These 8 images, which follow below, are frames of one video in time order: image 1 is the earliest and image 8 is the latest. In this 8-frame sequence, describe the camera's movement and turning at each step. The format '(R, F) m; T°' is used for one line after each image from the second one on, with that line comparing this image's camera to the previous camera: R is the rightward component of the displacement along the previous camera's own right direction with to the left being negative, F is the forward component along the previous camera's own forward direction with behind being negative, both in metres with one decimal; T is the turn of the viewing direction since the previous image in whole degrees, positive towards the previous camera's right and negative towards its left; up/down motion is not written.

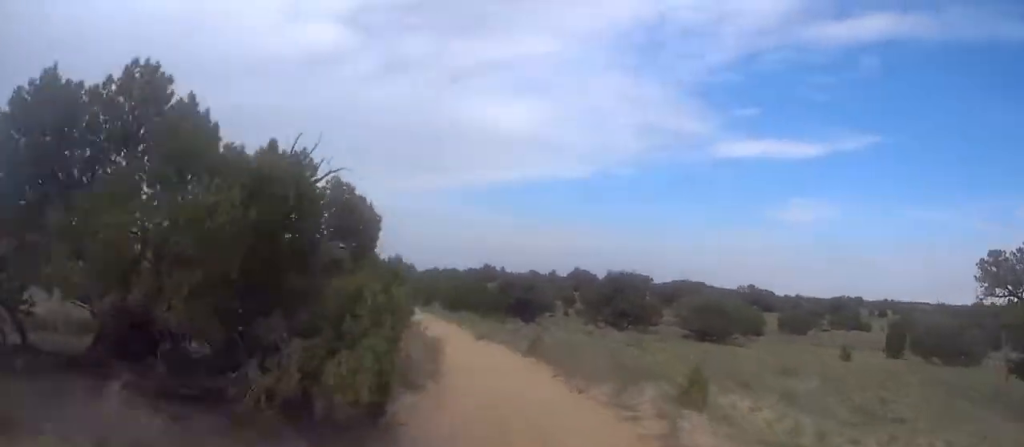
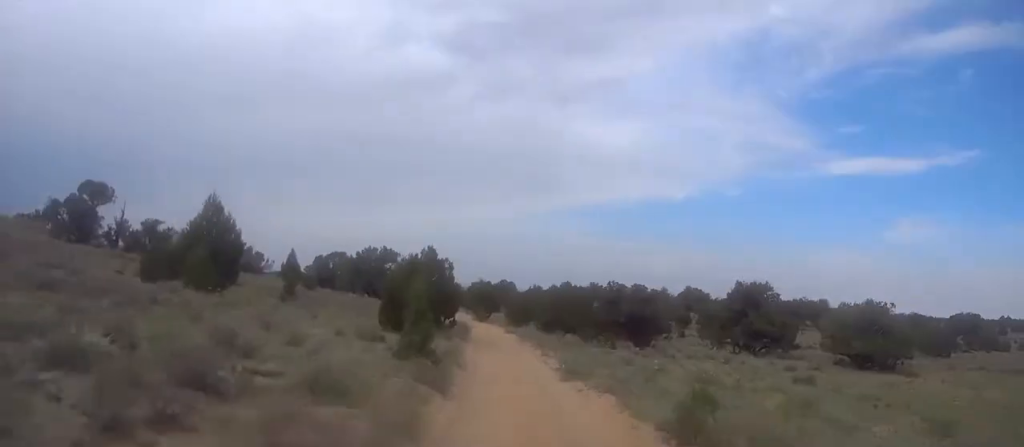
(-0.8, +13.1) m; -9°
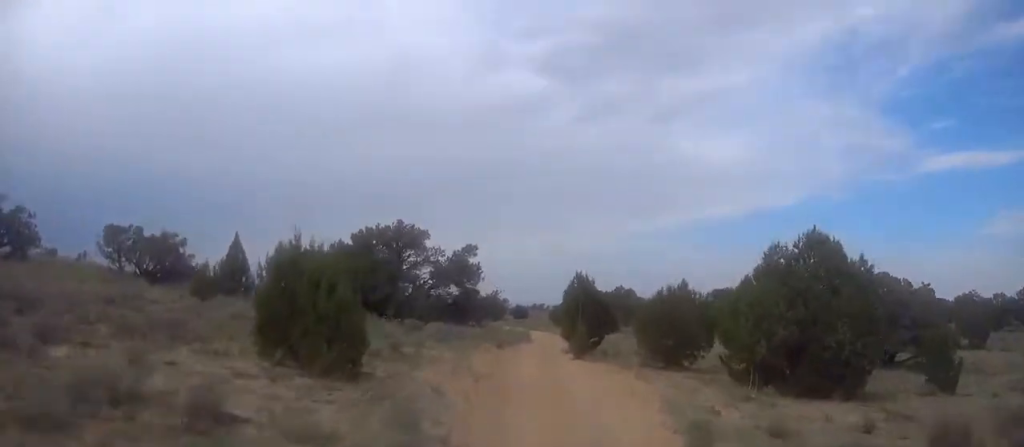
(-5.2, +42.5) m; -12°
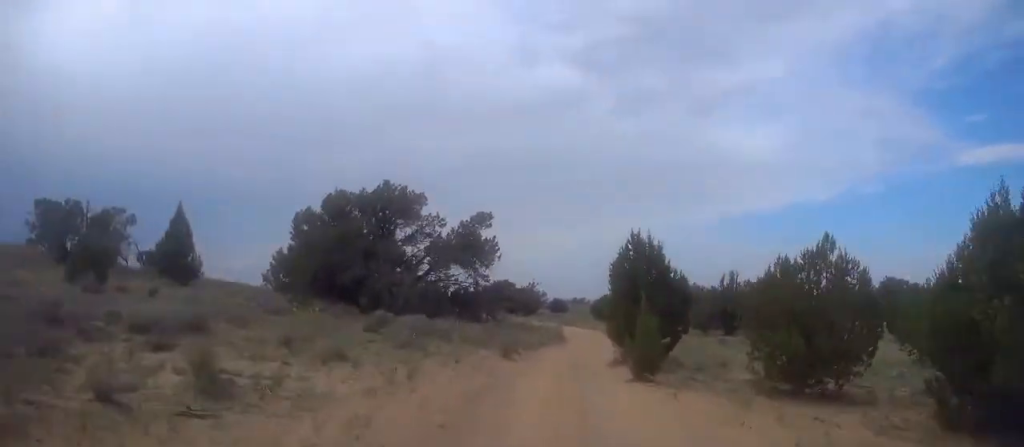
(-1.0, +13.6) m; -3°
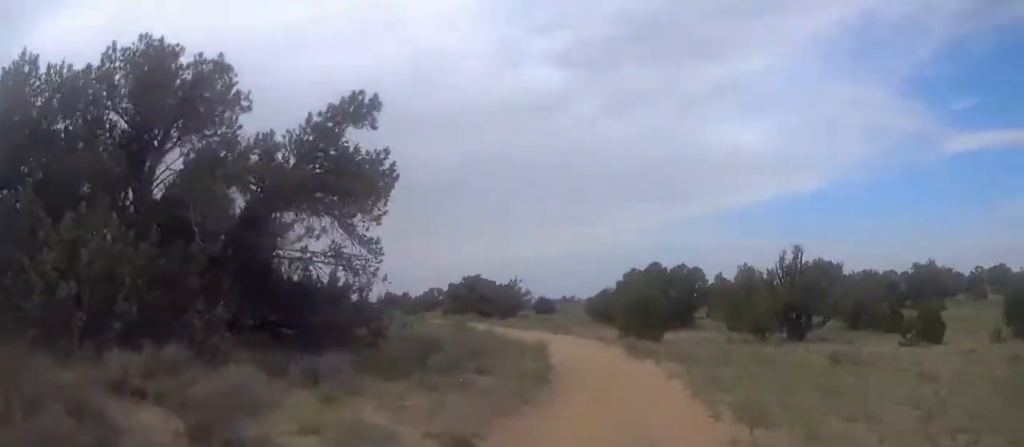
(-0.7, +23.2) m; -2°
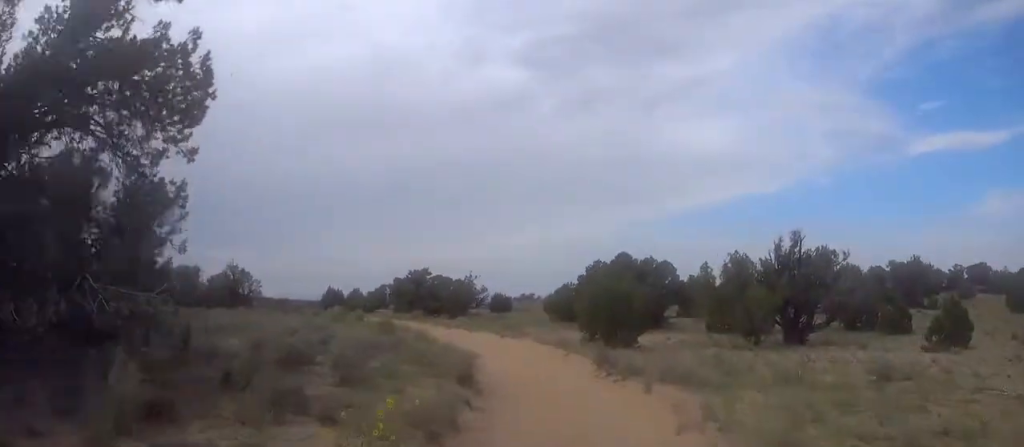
(0.0, +8.3) m; 0°
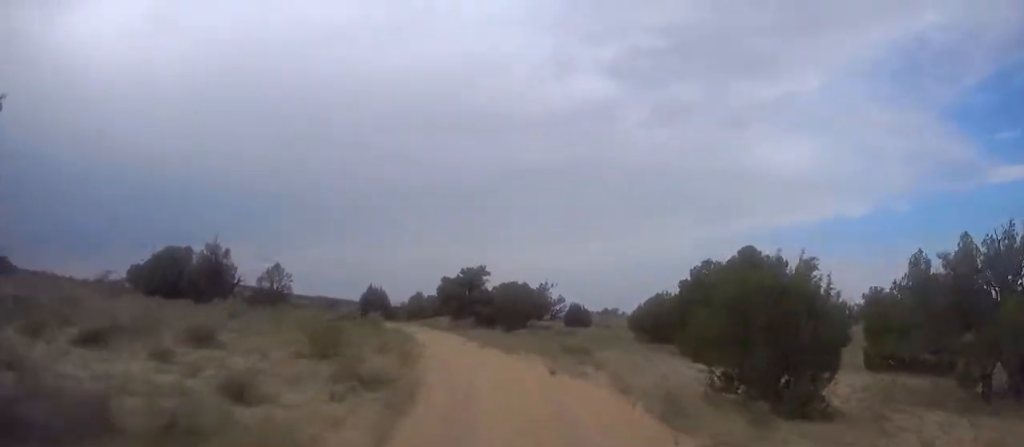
(0.0, +17.0) m; -2°
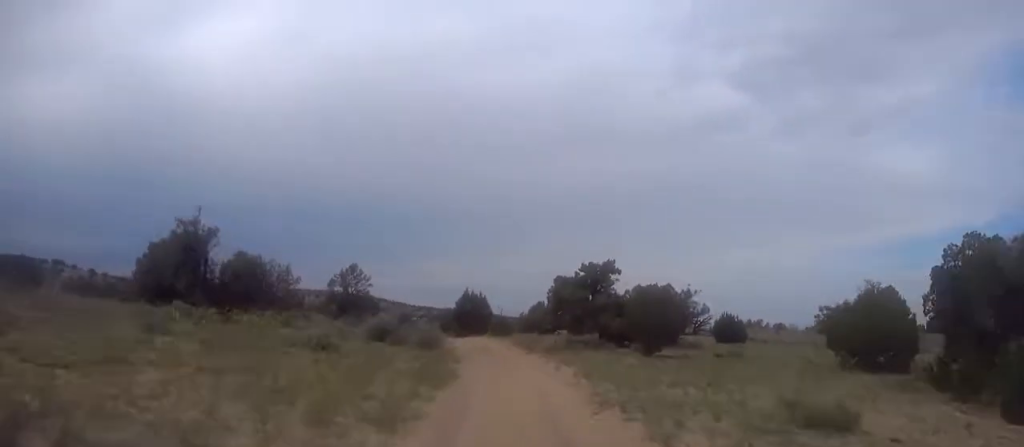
(-0.4, +17.7) m; -9°
